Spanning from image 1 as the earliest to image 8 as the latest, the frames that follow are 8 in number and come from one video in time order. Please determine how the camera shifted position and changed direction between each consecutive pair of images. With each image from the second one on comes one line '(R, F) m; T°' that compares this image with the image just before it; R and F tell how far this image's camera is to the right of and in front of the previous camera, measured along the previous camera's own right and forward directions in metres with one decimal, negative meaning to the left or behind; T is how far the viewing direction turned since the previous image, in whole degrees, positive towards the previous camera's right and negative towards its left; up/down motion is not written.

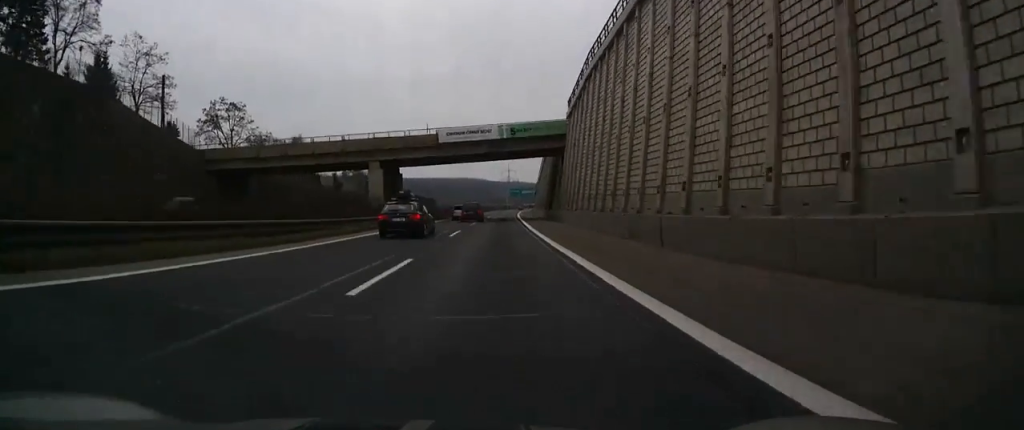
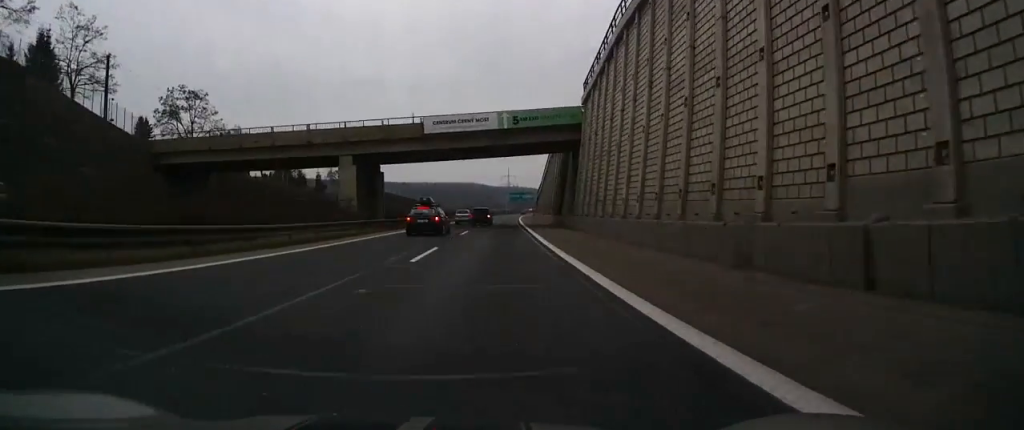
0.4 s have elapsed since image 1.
(0.0, +11.7) m; 0°
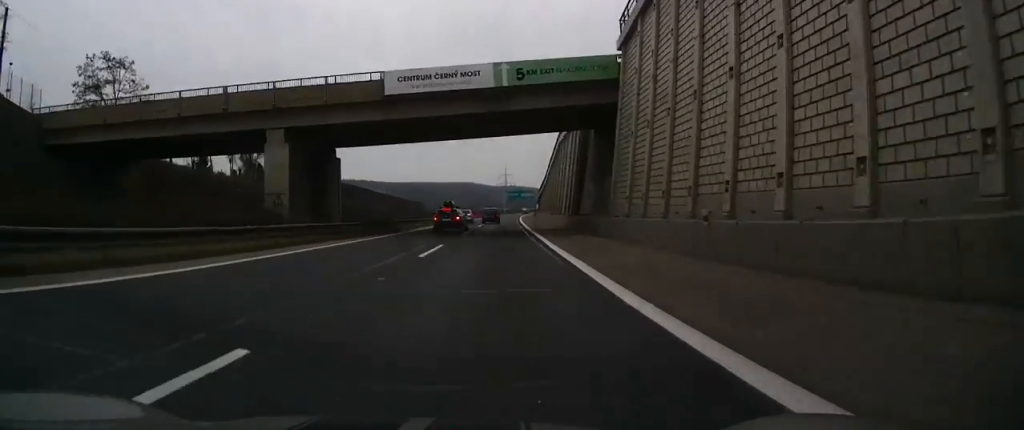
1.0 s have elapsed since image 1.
(-0.1, +16.0) m; 0°
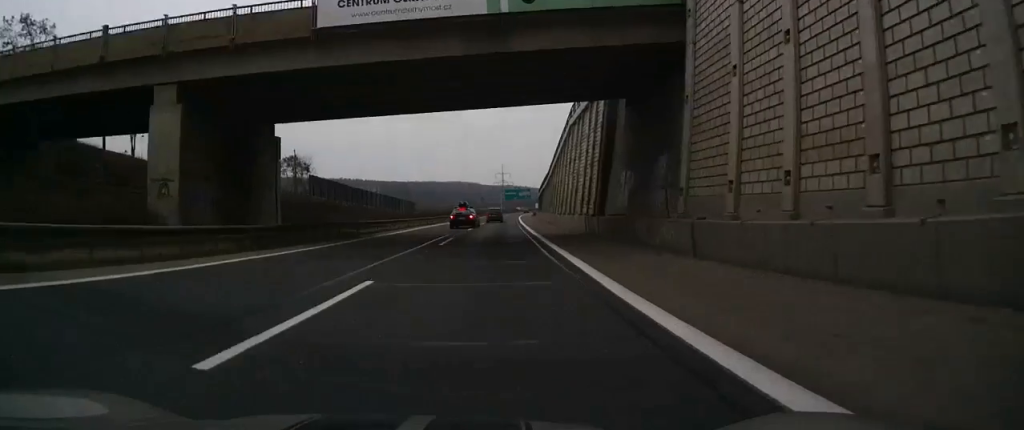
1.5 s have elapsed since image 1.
(0.0, +12.7) m; 0°
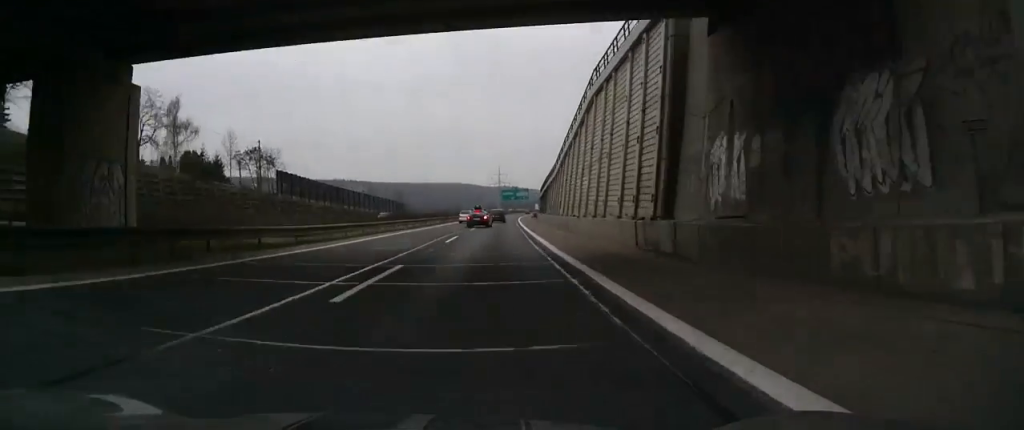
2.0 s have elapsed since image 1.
(0.0, +13.7) m; 0°
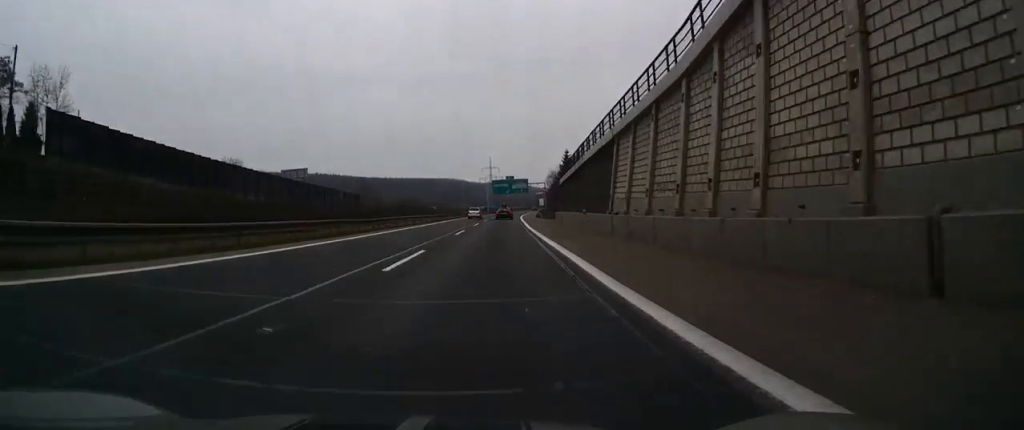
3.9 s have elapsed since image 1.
(+1.8, +48.8) m; +3°
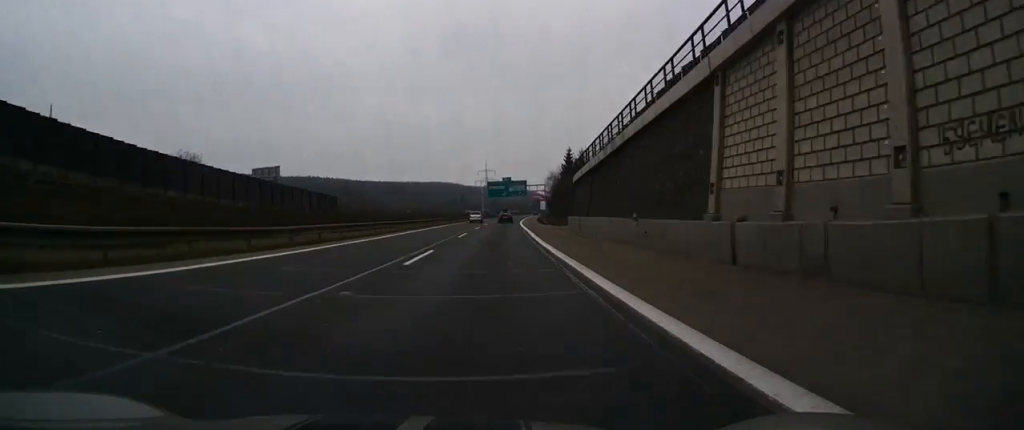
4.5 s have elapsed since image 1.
(0.0, +14.8) m; 0°
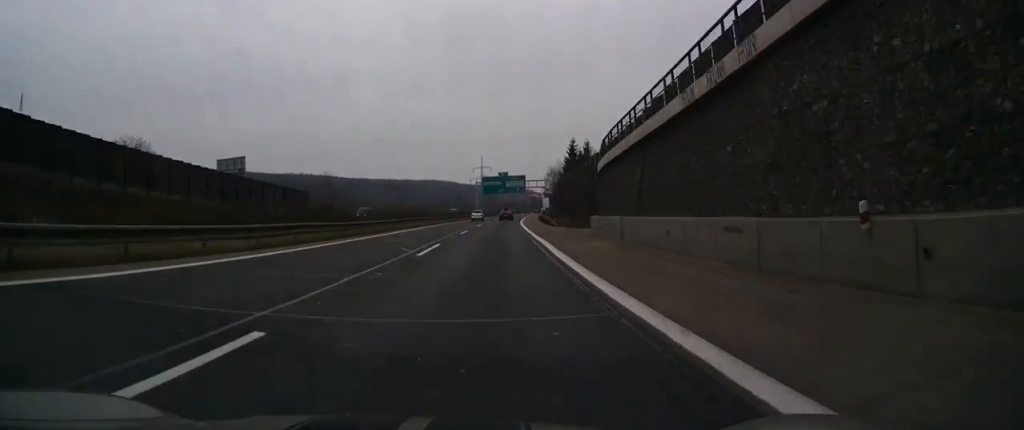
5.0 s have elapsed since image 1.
(-0.5, +14.9) m; 0°
